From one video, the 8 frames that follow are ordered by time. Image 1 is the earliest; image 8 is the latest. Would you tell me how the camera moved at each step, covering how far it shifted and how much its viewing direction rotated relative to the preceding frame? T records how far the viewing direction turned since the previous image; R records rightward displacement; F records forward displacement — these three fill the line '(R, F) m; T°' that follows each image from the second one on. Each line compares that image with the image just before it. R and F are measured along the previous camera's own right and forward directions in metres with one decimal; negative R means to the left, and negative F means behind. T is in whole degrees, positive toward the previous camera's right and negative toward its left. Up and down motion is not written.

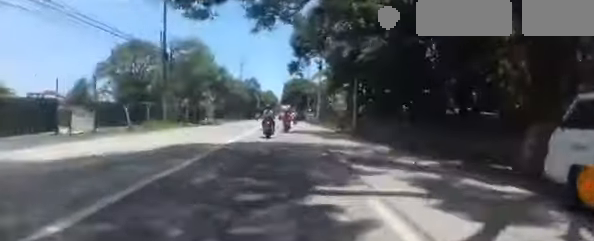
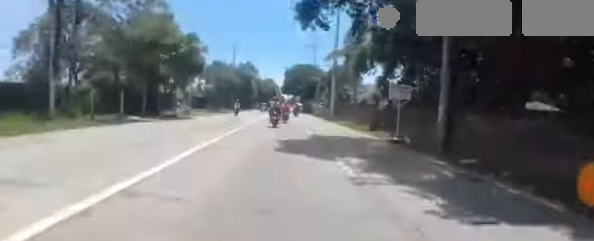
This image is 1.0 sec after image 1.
(-0.2, +13.5) m; +1°
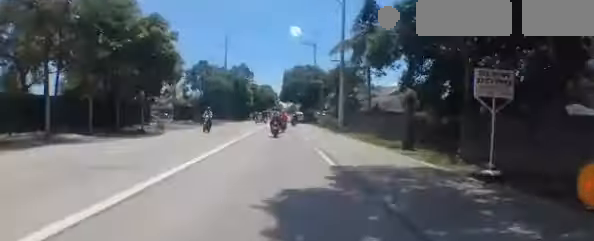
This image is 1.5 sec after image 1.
(+0.3, +6.1) m; 0°
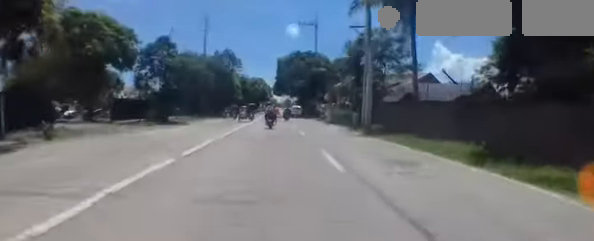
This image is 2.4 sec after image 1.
(-0.1, +11.5) m; -1°
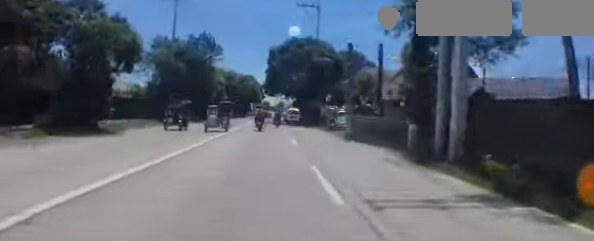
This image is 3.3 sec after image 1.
(-0.2, +10.3) m; -1°
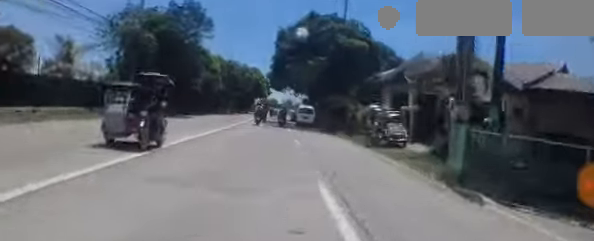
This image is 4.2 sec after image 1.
(0.0, +11.4) m; 0°
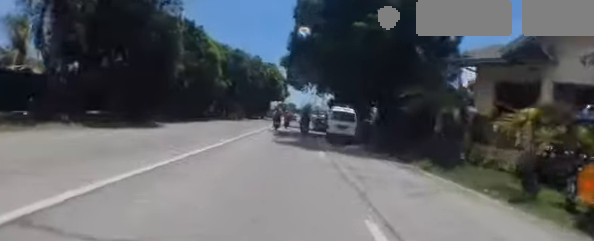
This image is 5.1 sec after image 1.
(0.0, +11.0) m; 0°
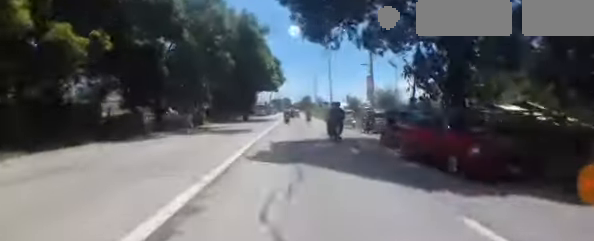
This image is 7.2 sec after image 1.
(-0.4, +28.1) m; -1°
